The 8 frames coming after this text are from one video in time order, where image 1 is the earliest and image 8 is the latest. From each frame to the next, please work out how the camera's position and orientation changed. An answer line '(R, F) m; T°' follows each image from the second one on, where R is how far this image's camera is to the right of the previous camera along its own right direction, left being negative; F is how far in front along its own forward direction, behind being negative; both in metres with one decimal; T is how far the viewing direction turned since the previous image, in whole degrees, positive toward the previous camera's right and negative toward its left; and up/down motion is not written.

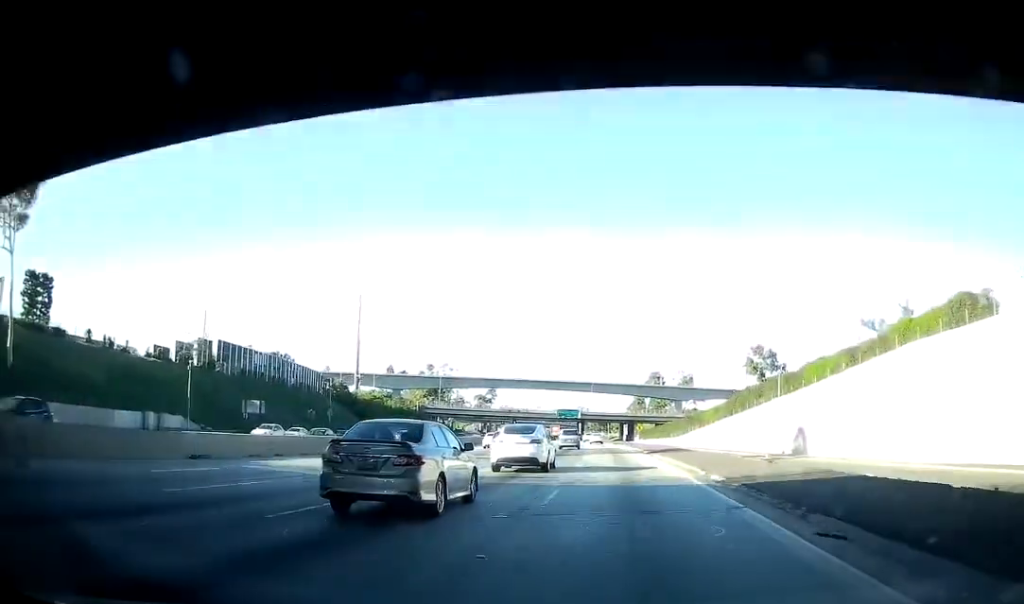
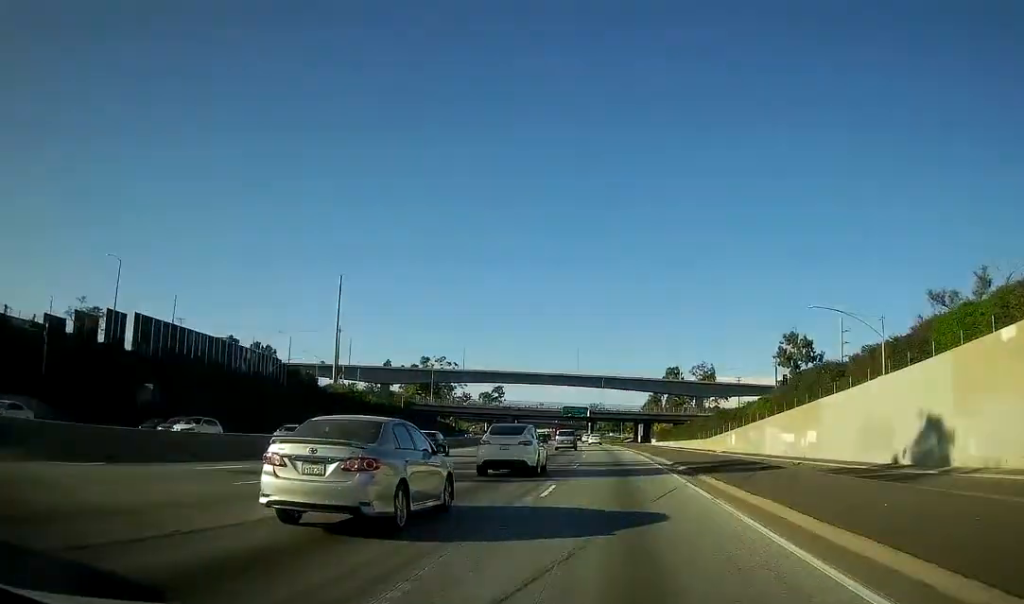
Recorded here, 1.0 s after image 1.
(-0.8, +26.0) m; -1°
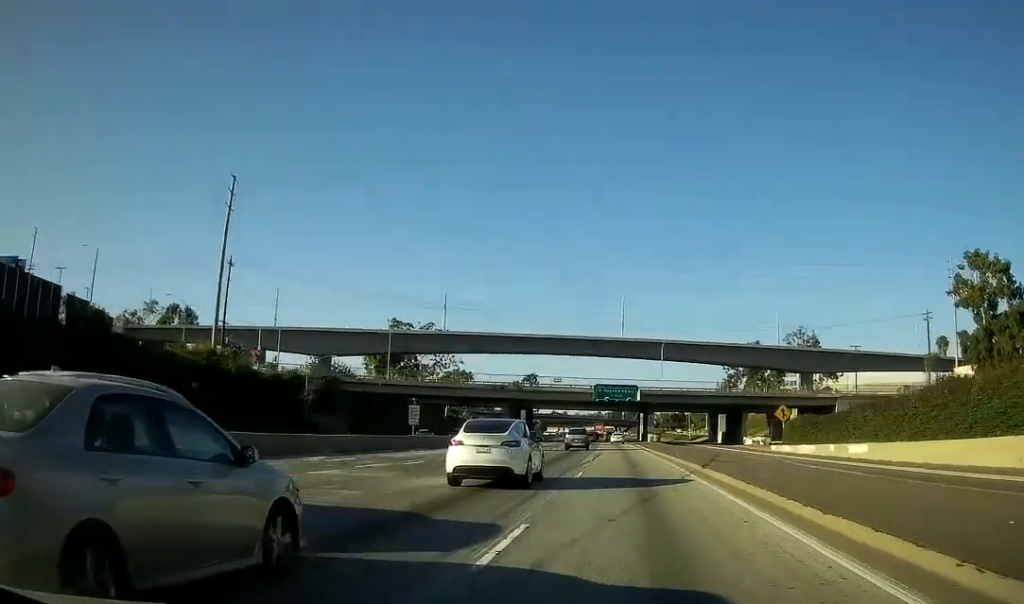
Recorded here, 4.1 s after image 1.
(-2.5, +79.9) m; -4°
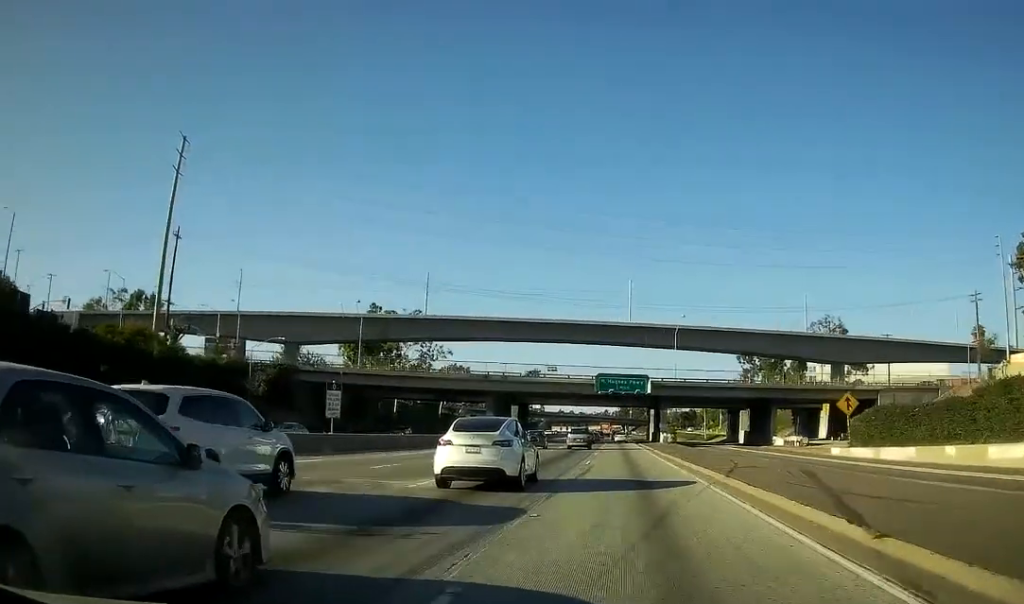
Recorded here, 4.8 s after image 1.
(-0.2, +18.2) m; -1°
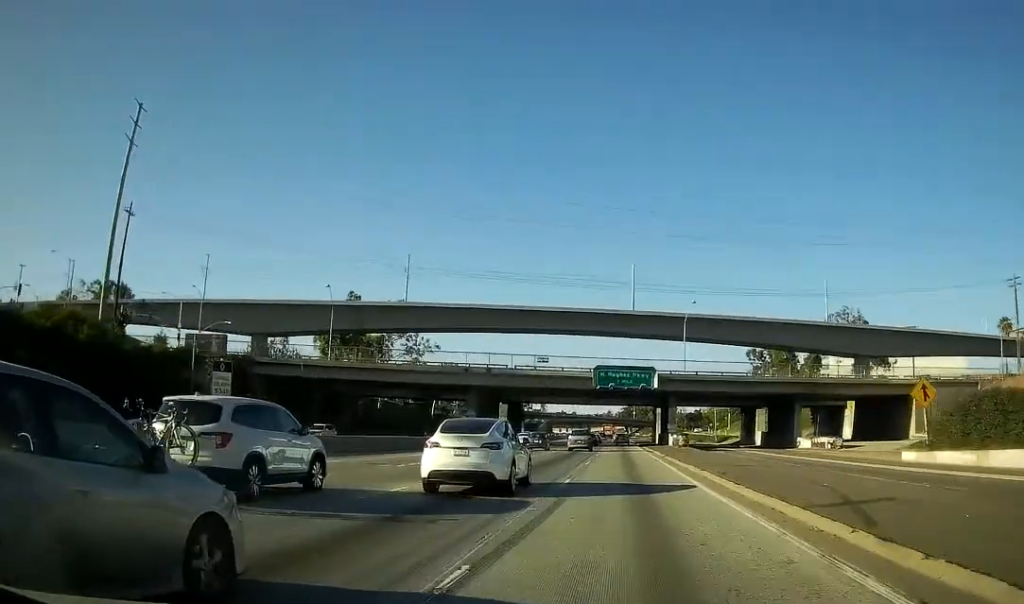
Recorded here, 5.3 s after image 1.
(-0.1, +13.8) m; -1°
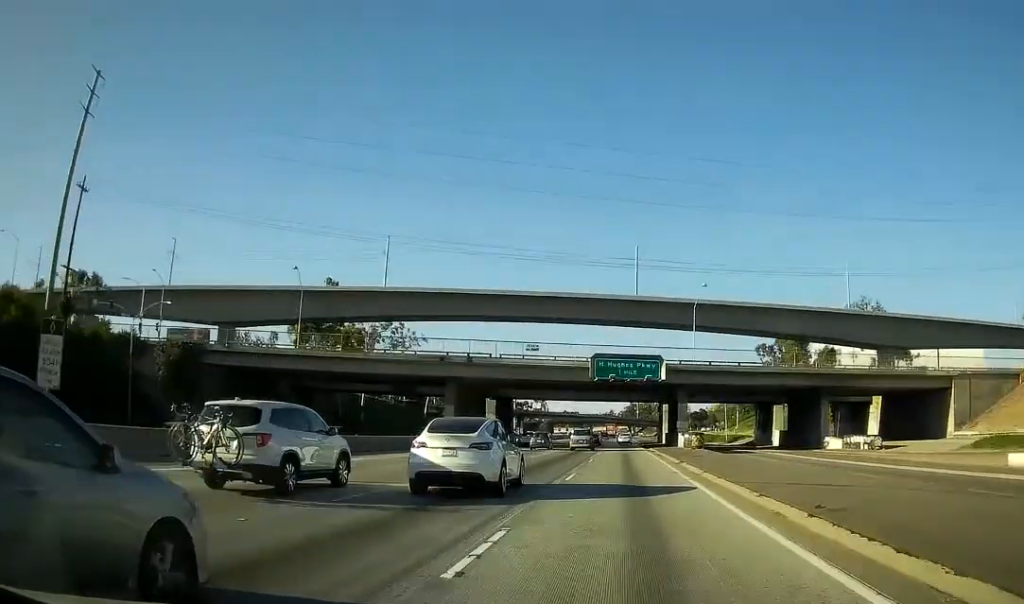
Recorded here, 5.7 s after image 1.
(-0.2, +11.2) m; 0°
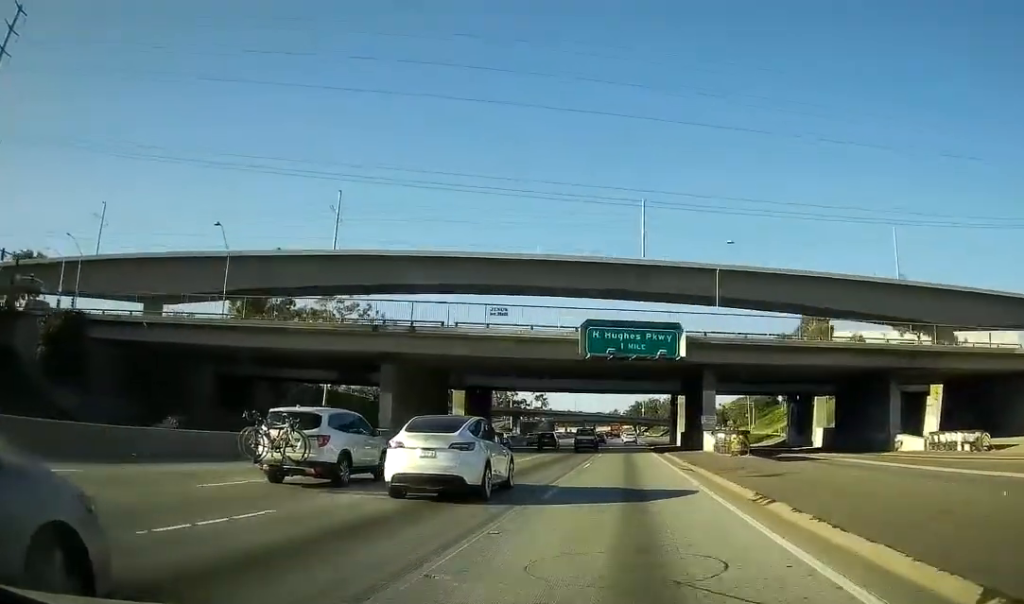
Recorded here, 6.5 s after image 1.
(-0.2, +20.7) m; -1°
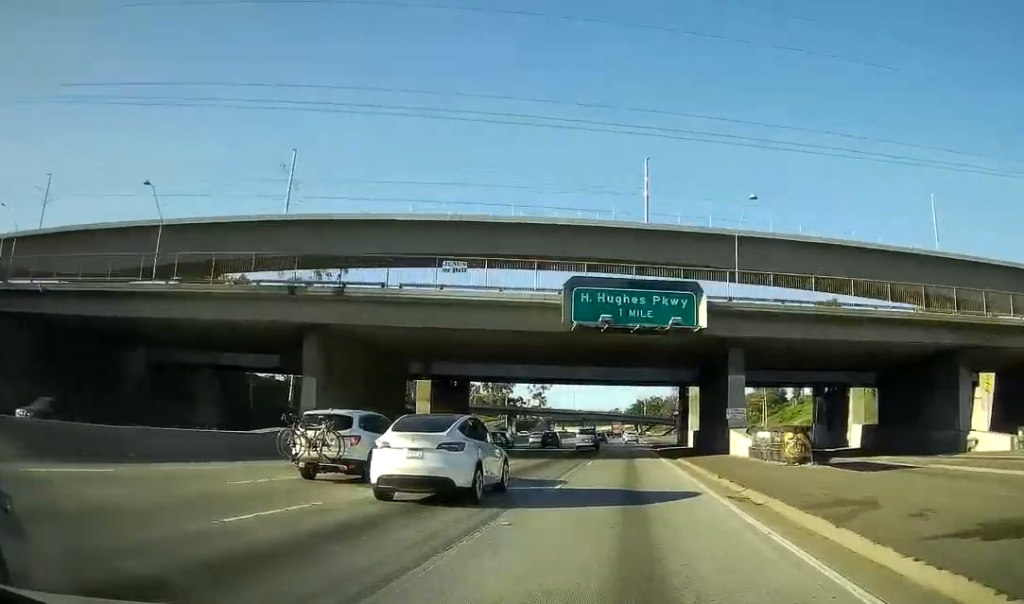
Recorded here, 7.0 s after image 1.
(0.0, +12.9) m; 0°
